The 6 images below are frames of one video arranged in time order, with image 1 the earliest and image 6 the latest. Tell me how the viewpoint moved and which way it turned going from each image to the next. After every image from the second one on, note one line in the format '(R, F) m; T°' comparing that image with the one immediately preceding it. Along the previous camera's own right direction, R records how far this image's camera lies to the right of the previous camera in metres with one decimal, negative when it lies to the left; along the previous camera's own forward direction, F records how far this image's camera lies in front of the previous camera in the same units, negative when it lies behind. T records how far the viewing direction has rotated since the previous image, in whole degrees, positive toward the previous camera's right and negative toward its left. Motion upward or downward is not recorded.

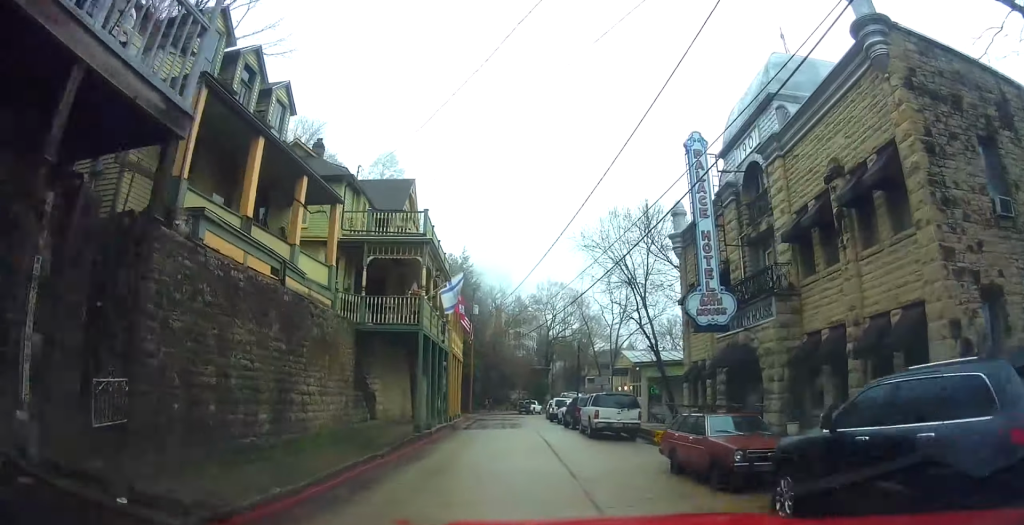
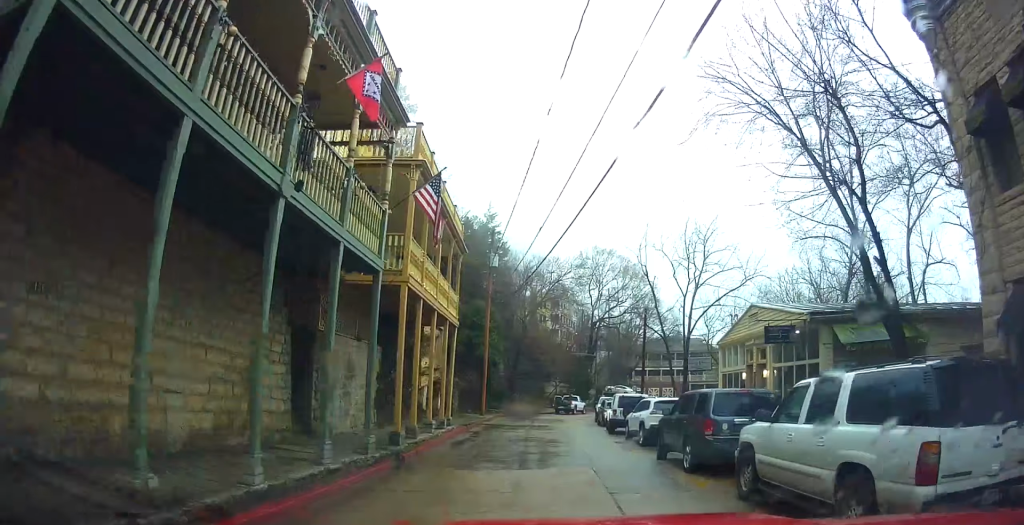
(-0.6, +17.1) m; -3°
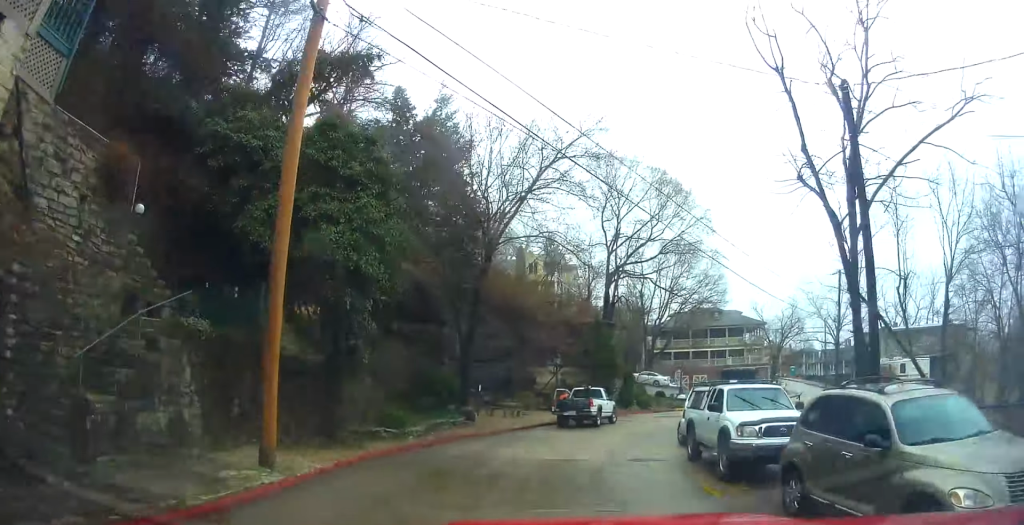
(-1.3, +27.3) m; -2°
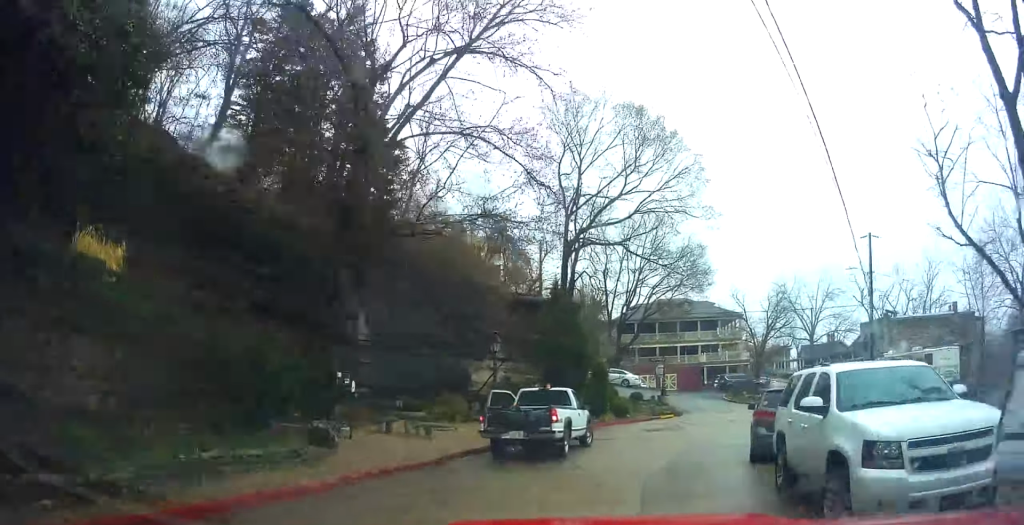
(+0.5, +11.9) m; +9°
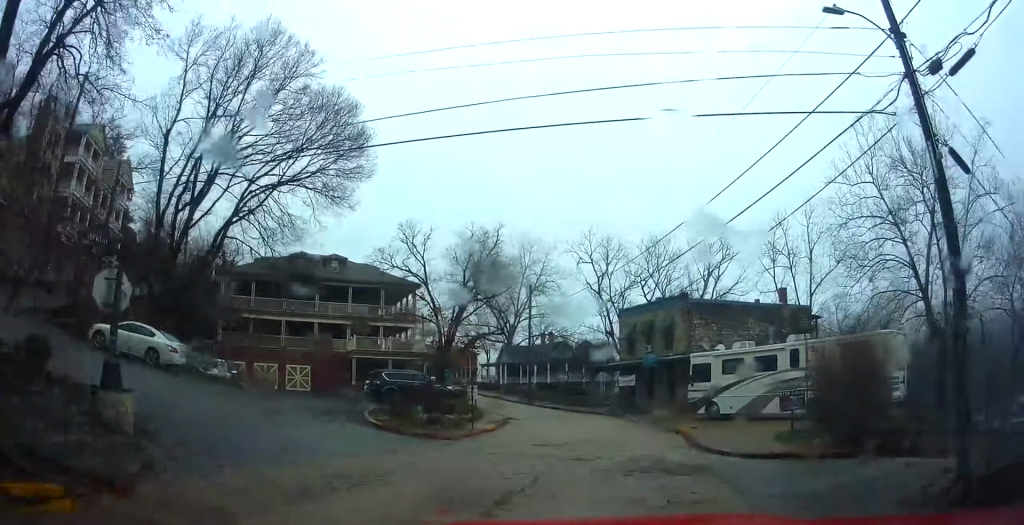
(+7.5, +28.7) m; +26°
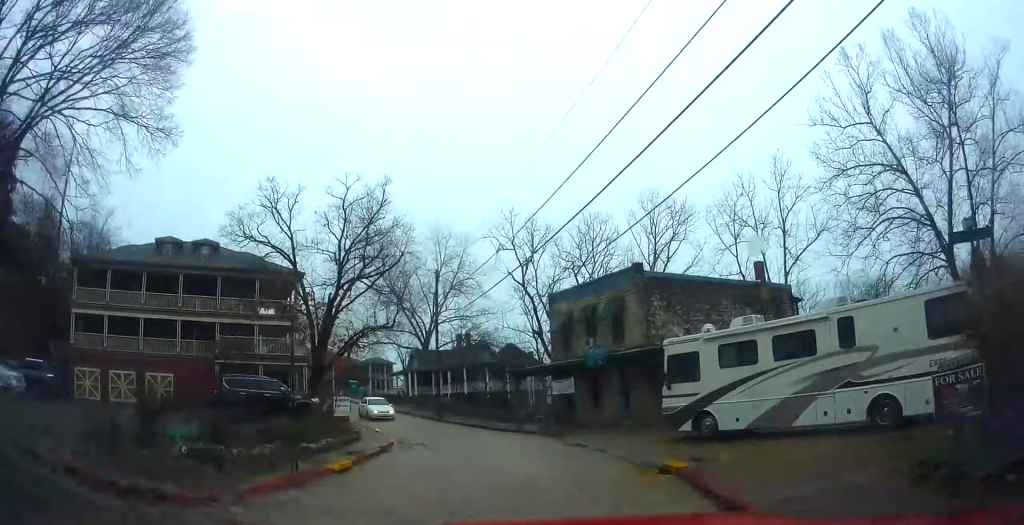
(+0.6, +9.8) m; +2°
